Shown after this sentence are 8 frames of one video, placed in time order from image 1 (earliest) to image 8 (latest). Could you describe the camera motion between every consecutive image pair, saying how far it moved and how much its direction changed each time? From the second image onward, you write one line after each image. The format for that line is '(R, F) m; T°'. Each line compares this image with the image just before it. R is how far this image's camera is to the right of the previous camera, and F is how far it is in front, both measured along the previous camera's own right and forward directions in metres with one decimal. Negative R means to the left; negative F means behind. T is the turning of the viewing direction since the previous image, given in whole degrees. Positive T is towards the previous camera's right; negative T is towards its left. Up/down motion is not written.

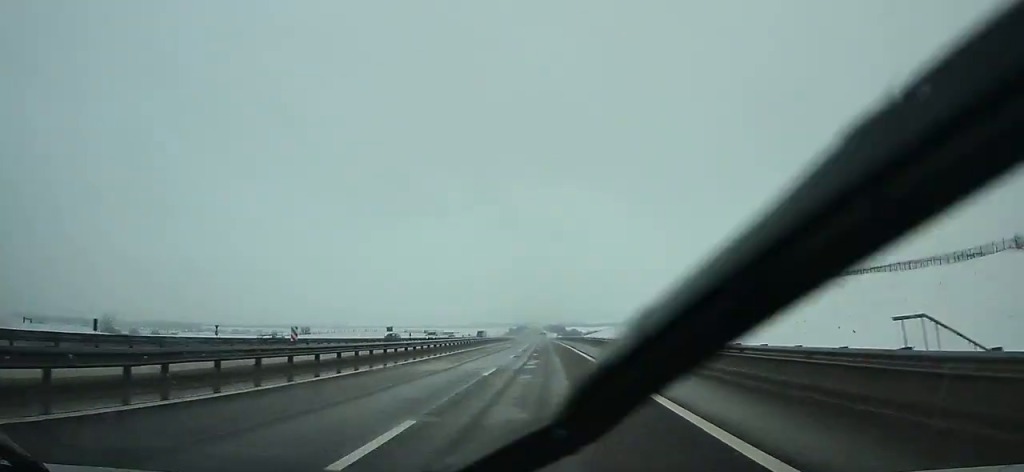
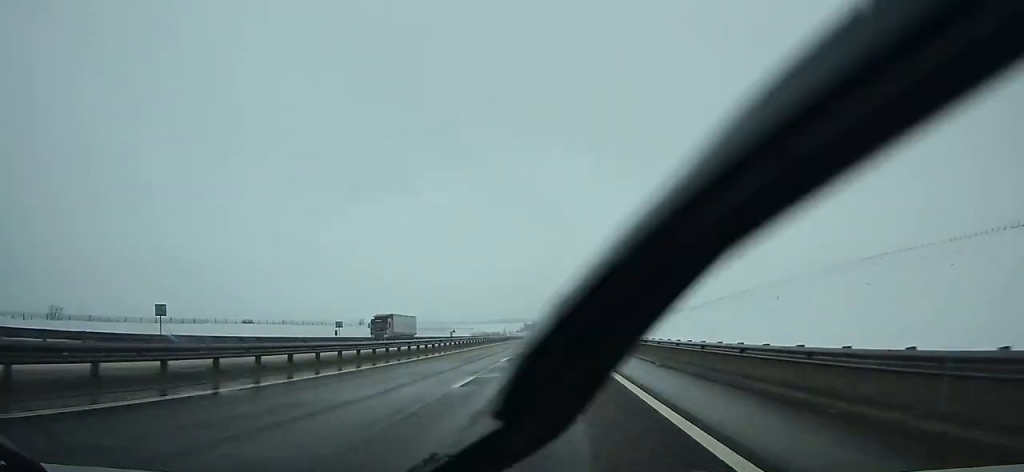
(-1.0, +76.1) m; -1°
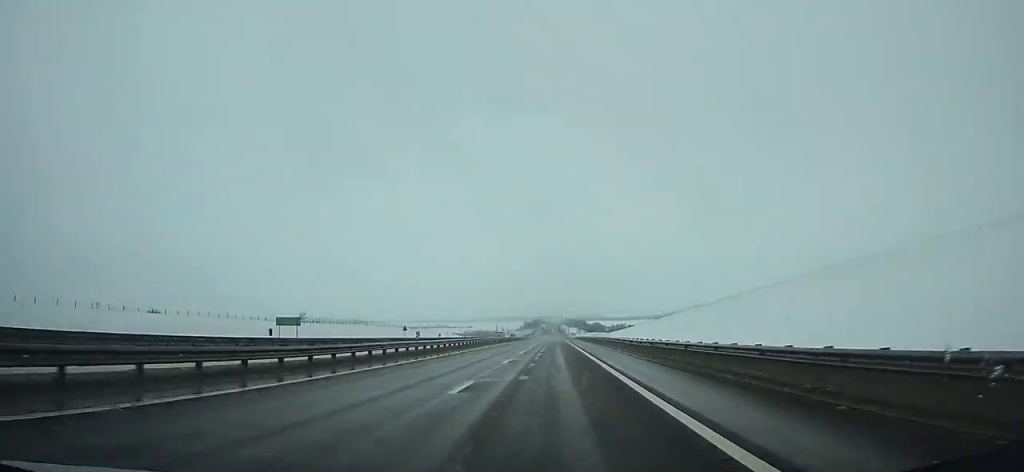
(-0.3, +60.2) m; 0°
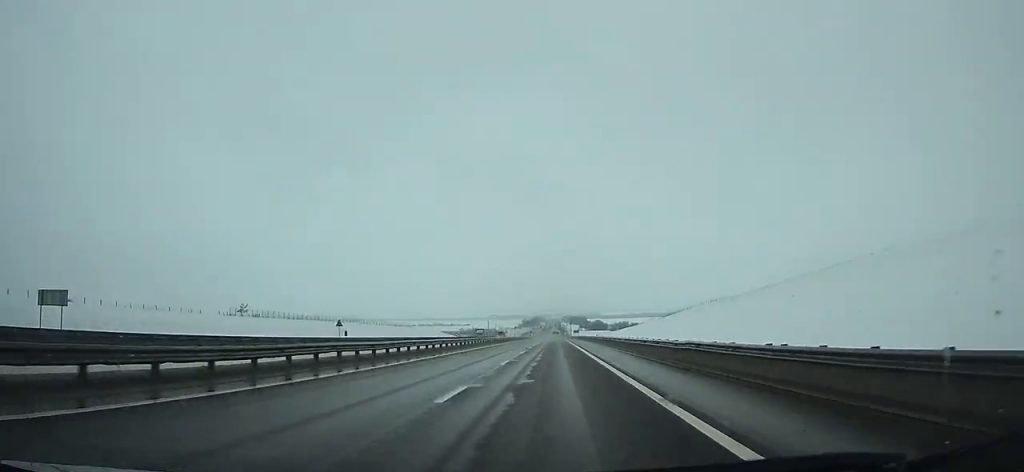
(-0.2, +38.4) m; 0°
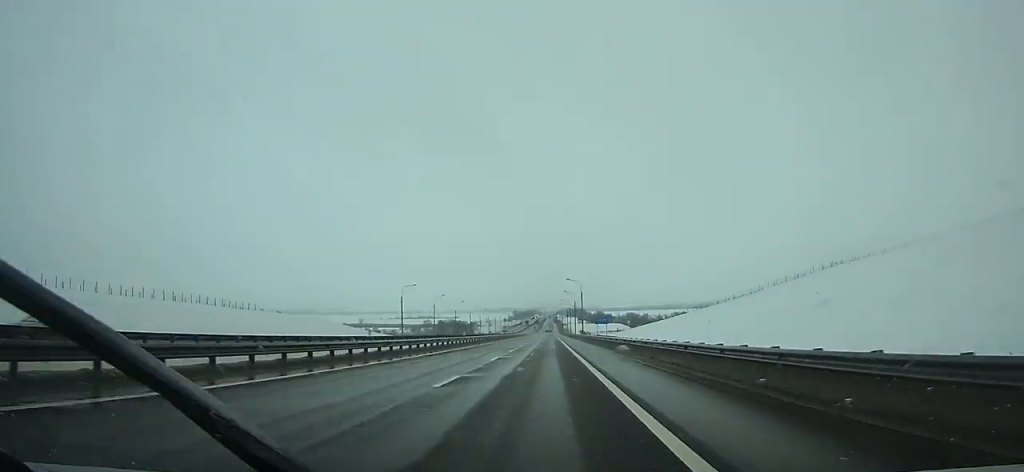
(+0.9, +140.6) m; 0°
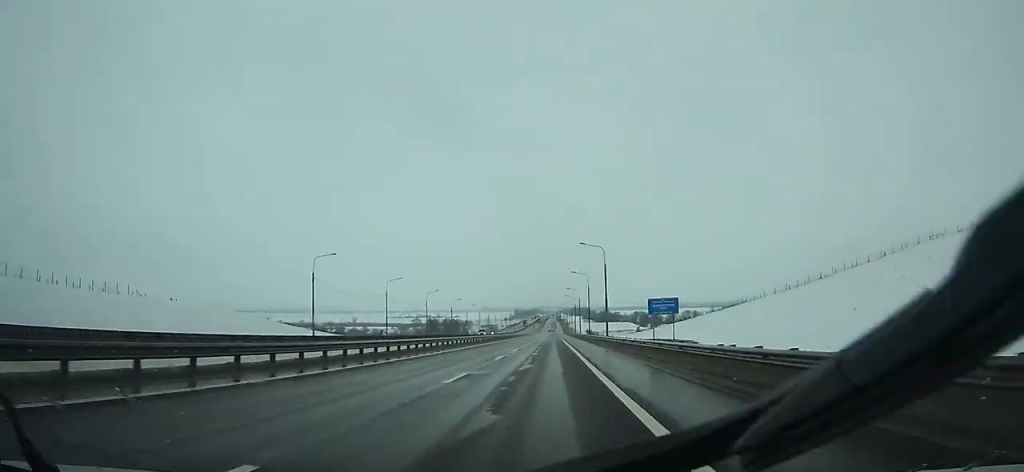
(0.0, +46.7) m; 0°
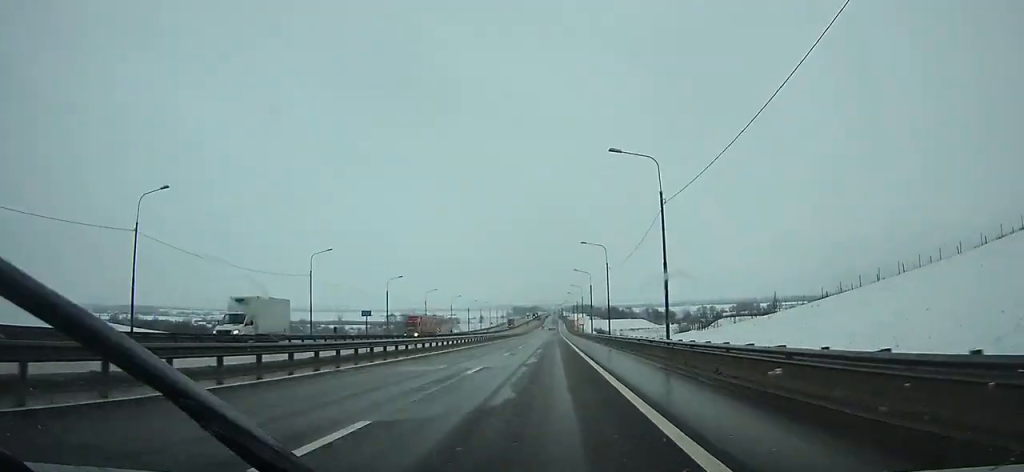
(-0.4, +68.4) m; 0°
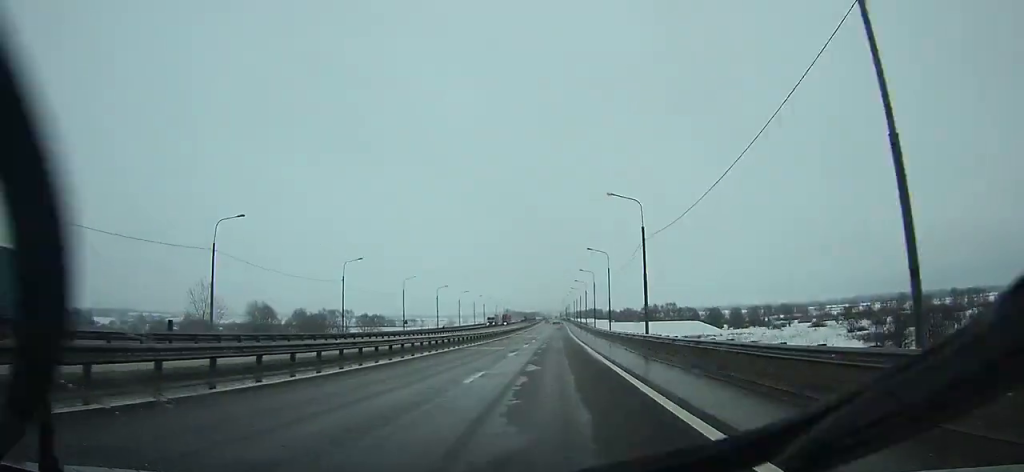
(-0.2, +157.8) m; 0°
